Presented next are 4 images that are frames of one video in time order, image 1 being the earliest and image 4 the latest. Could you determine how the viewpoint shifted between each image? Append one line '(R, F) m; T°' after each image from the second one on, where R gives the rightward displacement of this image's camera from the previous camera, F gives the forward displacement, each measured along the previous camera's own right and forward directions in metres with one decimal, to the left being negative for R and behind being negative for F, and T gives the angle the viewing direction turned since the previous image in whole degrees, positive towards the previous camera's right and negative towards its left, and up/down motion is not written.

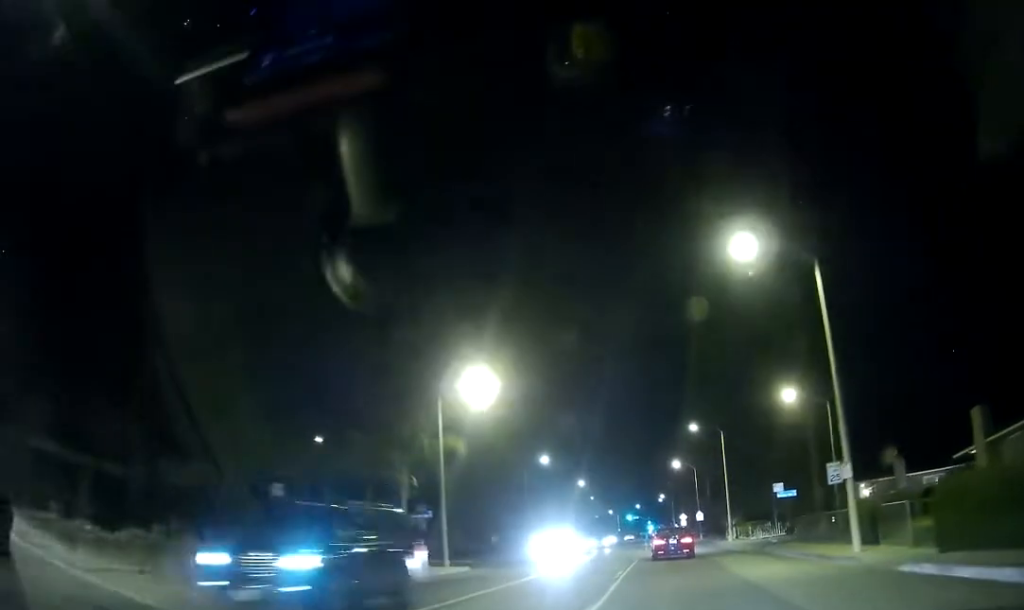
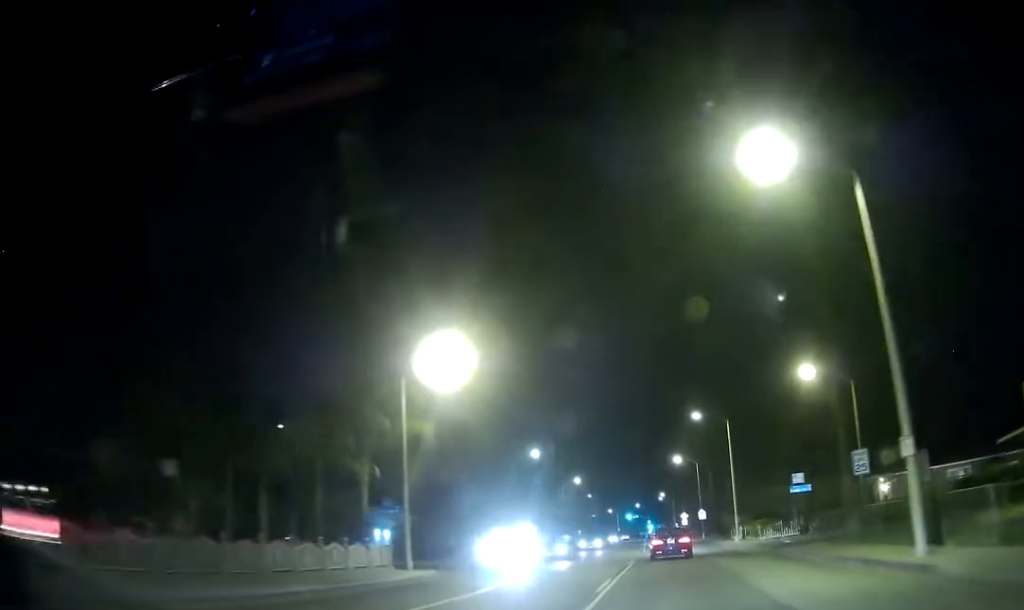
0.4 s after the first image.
(+0.3, +5.7) m; 0°
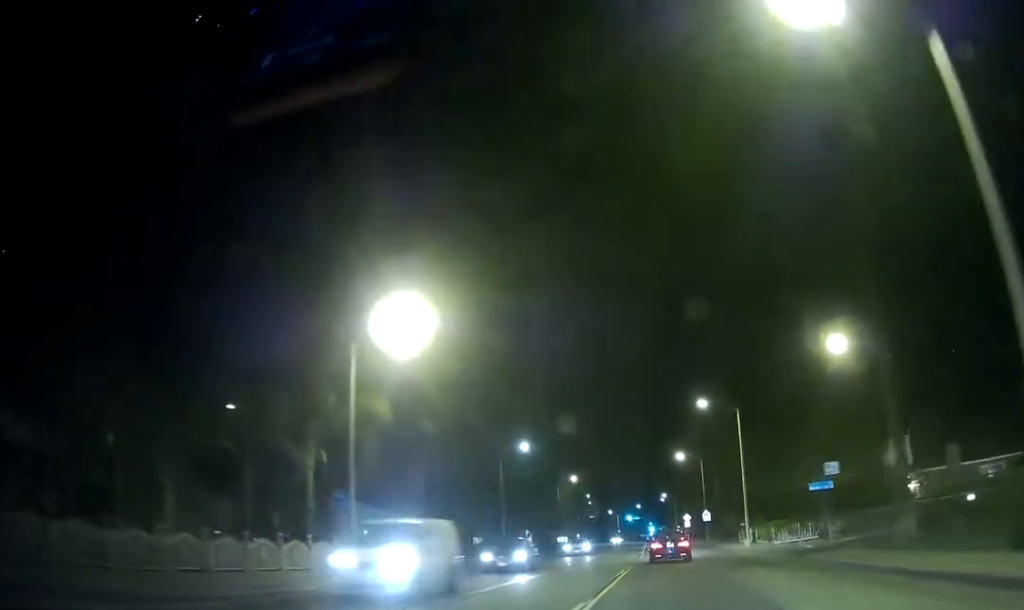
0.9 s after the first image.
(0.0, +6.5) m; 0°
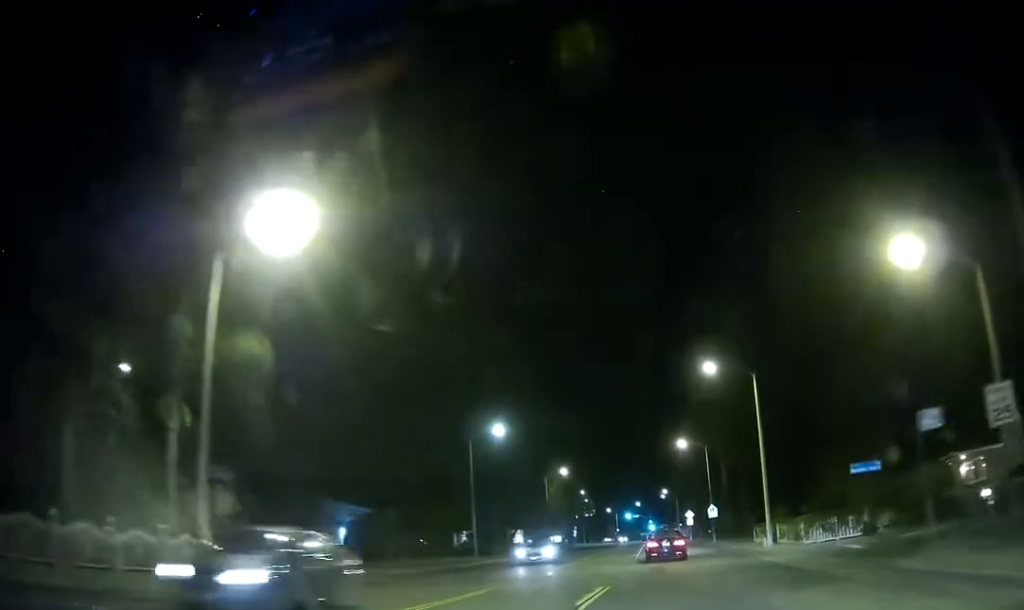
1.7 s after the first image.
(-0.5, +9.6) m; 0°
